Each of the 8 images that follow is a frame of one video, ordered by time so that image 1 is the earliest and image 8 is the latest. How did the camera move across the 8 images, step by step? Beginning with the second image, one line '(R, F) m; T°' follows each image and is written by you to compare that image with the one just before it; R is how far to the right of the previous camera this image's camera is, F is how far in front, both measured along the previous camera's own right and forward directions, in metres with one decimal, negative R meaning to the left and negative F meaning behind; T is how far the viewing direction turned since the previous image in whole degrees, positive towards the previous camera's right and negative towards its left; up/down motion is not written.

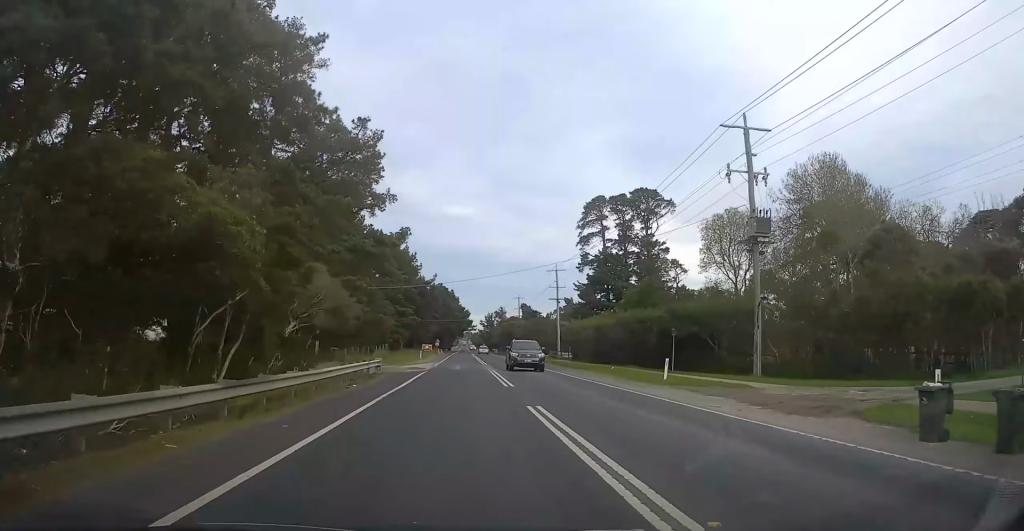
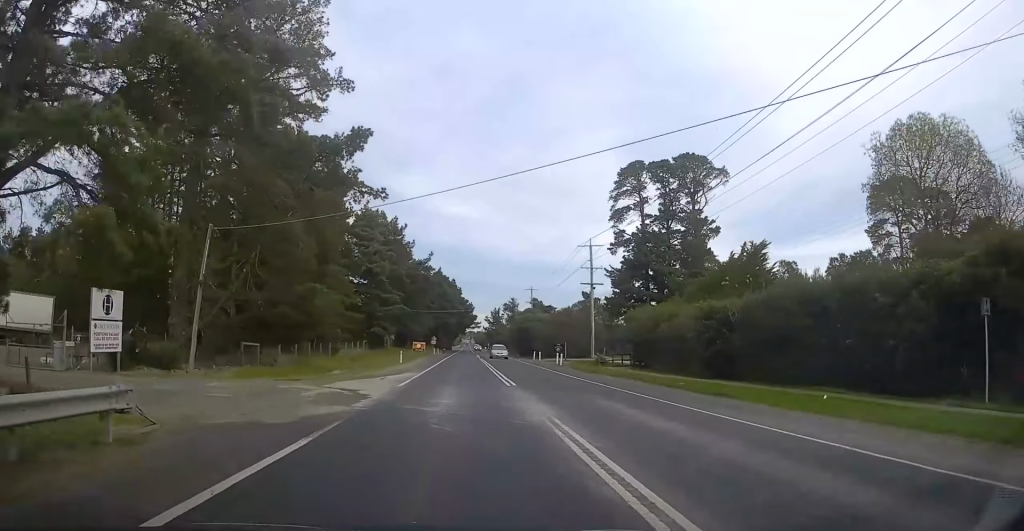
(0.0, +26.4) m; 0°
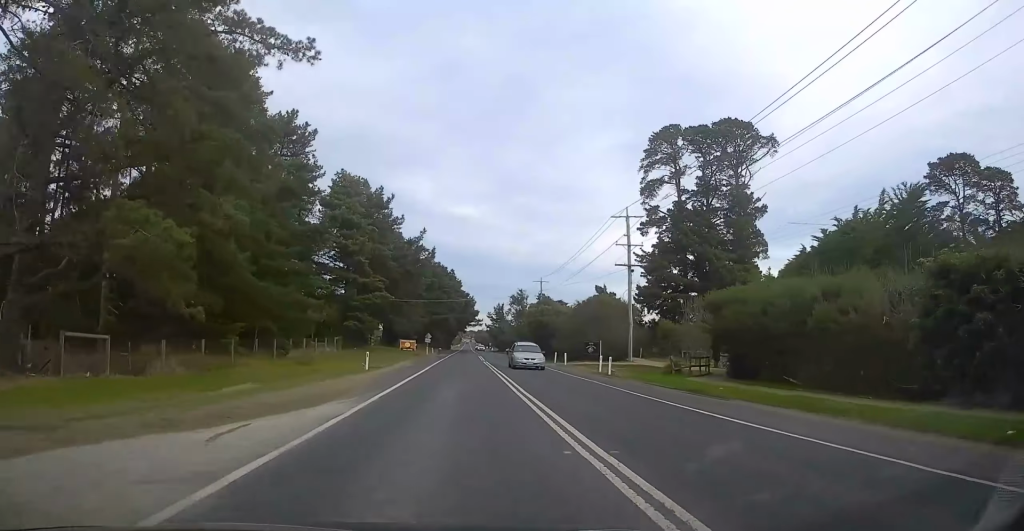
(0.0, +17.7) m; 0°
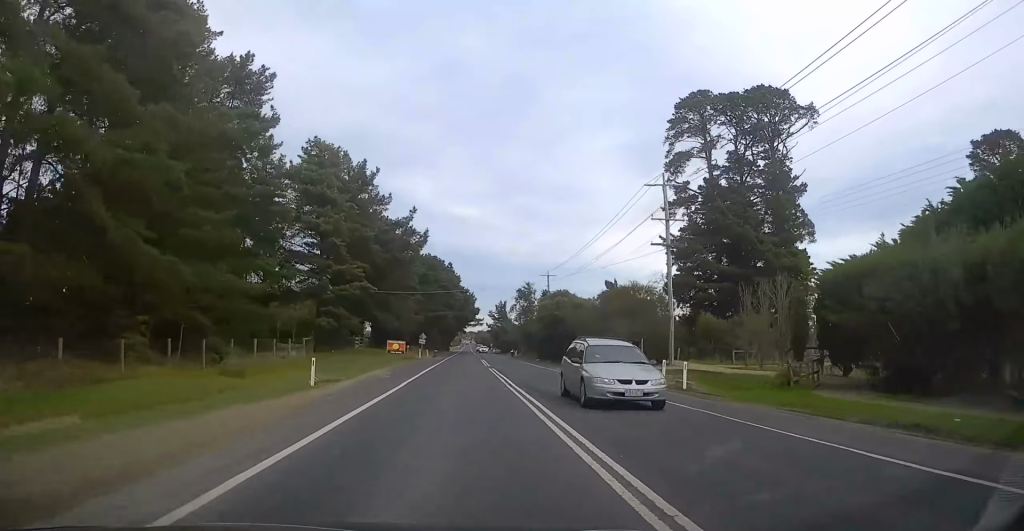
(0.0, +11.9) m; -1°
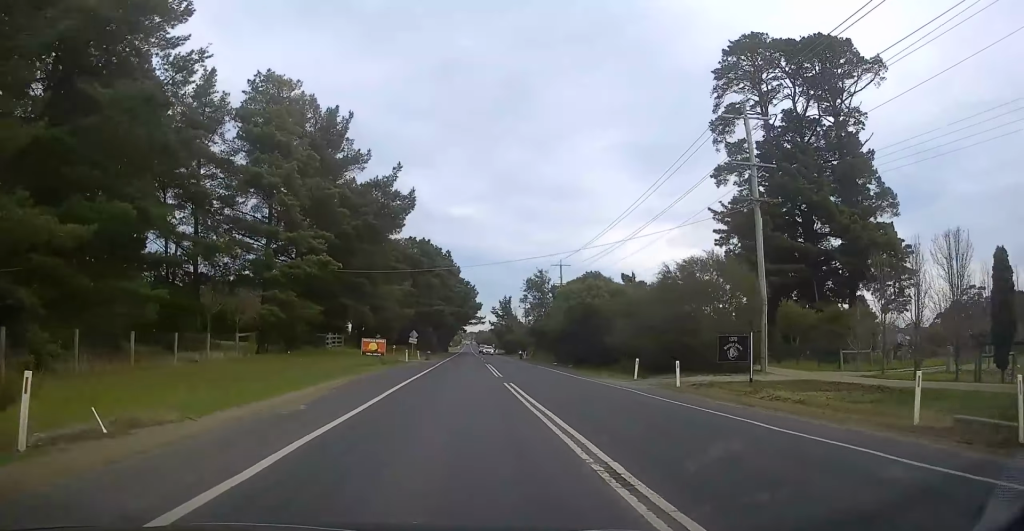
(0.0, +15.1) m; -1°
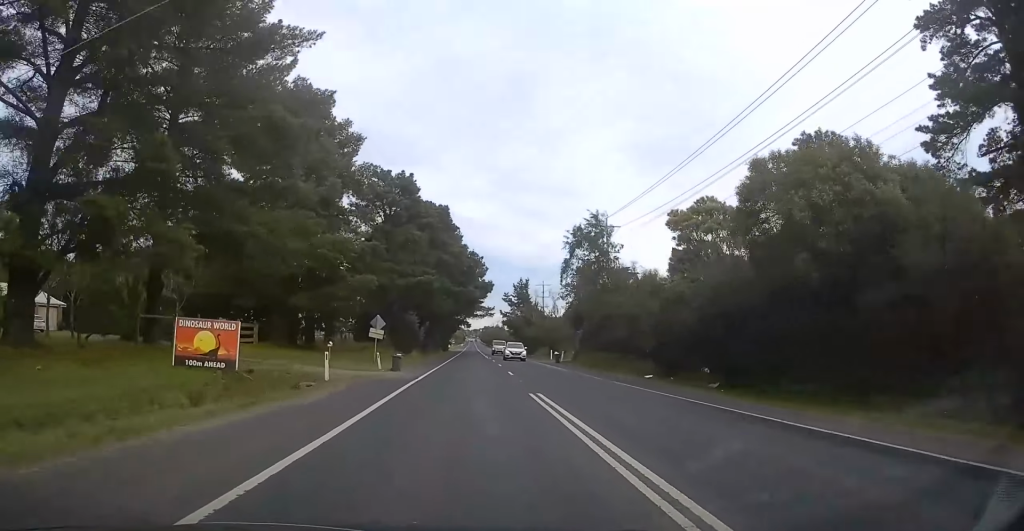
(-0.2, +32.0) m; +1°
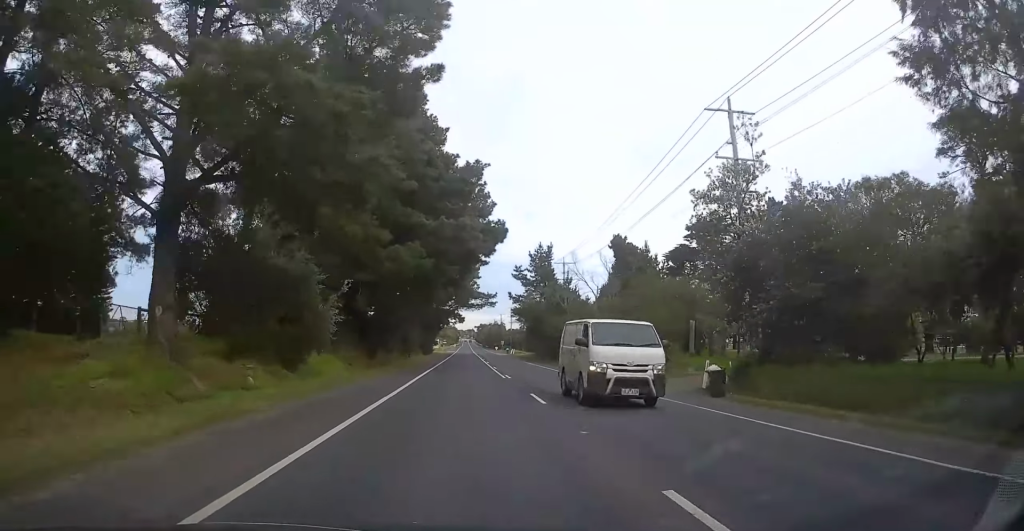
(+0.5, +36.6) m; +1°
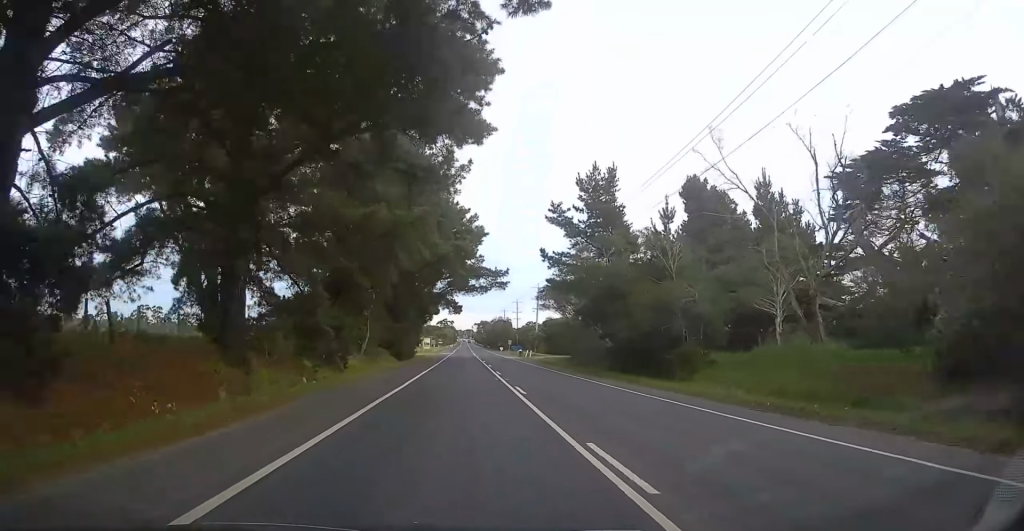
(-0.4, +31.4) m; -2°
